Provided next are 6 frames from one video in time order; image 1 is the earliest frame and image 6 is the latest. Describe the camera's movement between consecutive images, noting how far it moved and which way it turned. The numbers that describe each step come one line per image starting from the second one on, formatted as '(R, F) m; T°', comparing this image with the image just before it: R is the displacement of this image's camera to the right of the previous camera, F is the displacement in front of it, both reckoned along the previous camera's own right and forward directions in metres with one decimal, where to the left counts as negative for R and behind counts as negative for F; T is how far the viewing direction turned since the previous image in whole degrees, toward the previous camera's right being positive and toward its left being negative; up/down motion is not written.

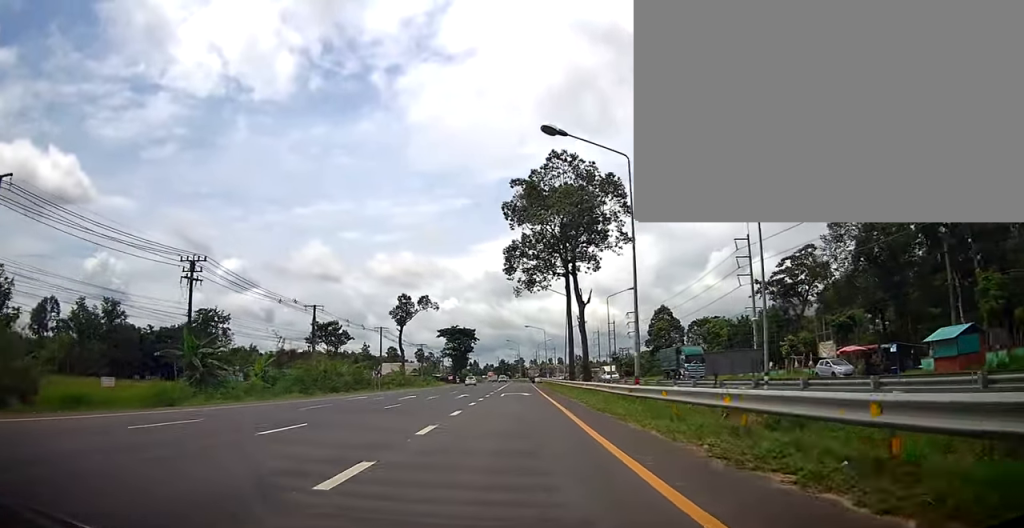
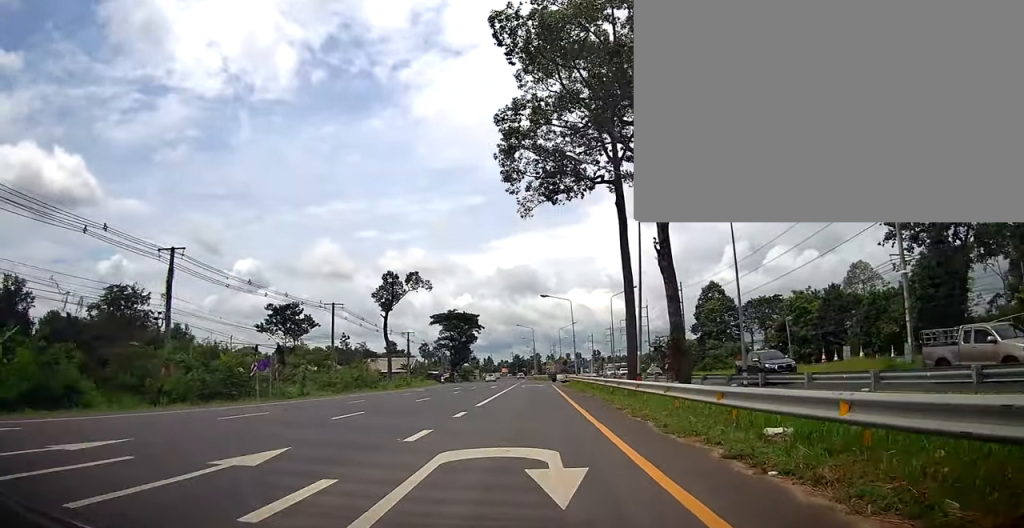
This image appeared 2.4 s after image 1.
(0.0, +33.1) m; 0°
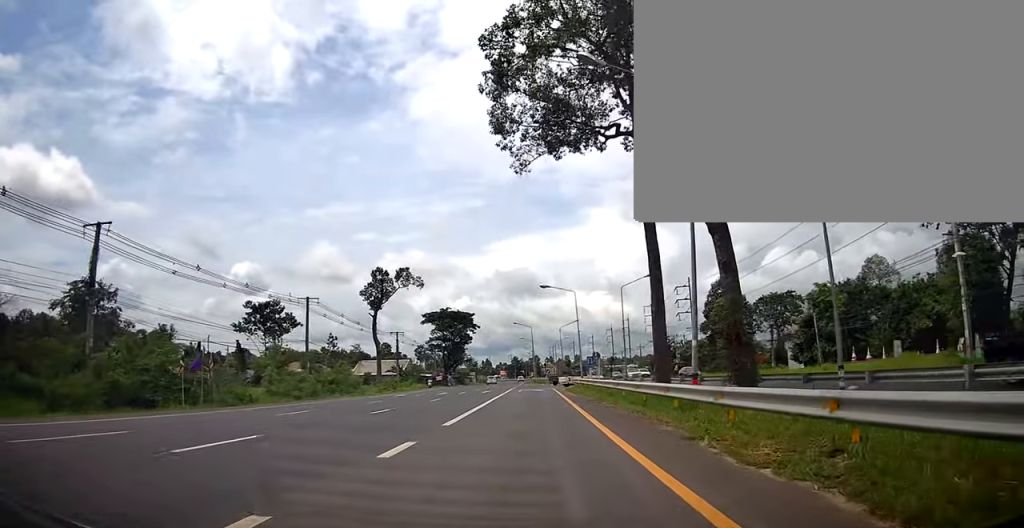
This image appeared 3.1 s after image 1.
(0.0, +8.6) m; 0°
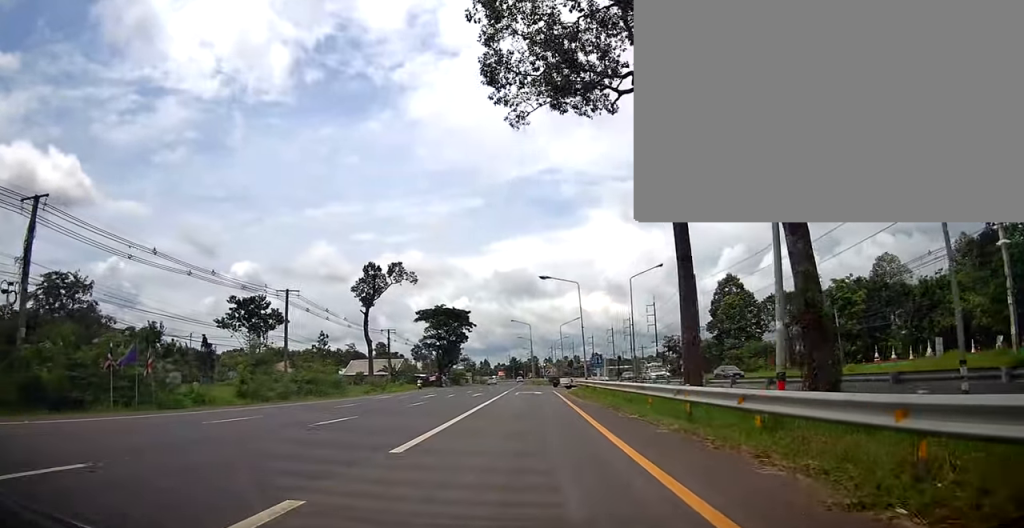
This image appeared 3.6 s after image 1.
(0.0, +5.8) m; 0°
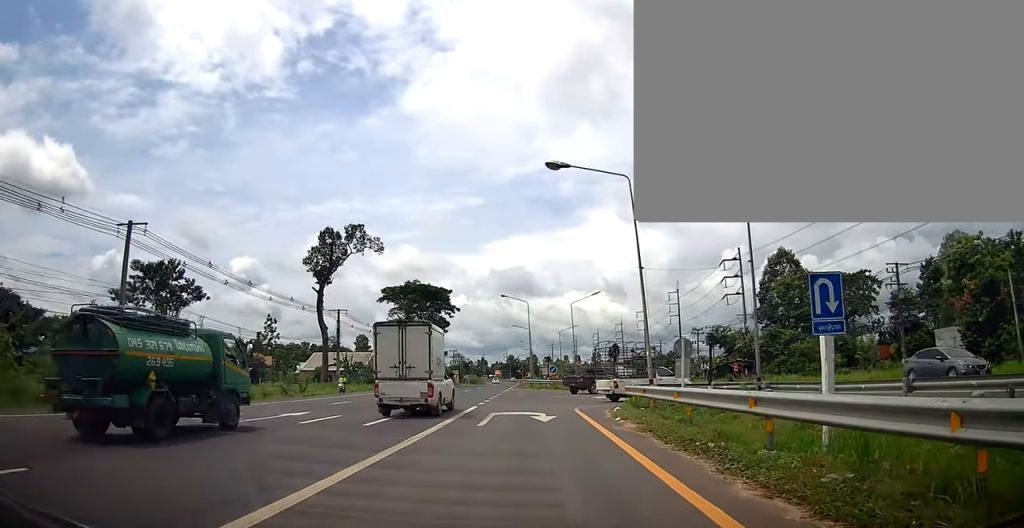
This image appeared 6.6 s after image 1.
(0.0, +29.8) m; 0°
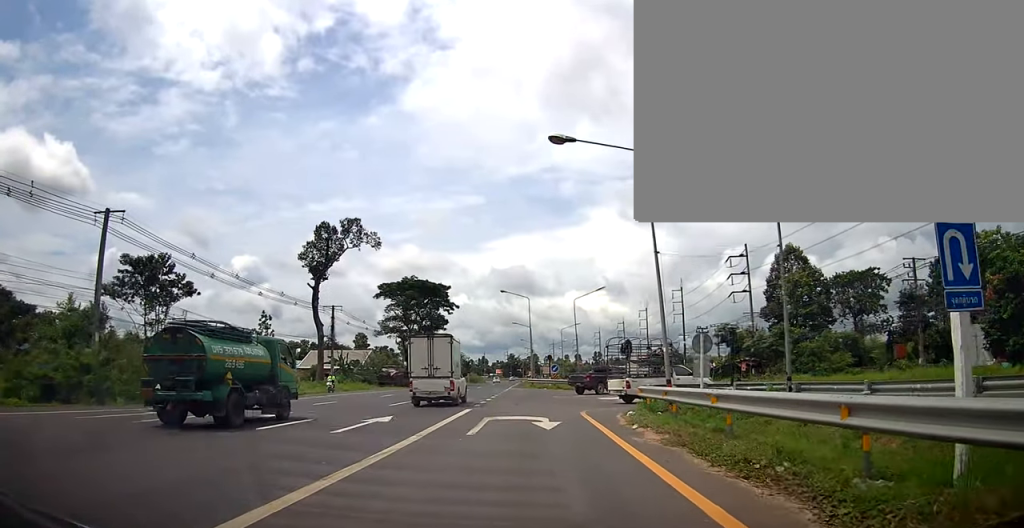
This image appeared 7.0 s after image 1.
(0.0, +3.3) m; 0°
